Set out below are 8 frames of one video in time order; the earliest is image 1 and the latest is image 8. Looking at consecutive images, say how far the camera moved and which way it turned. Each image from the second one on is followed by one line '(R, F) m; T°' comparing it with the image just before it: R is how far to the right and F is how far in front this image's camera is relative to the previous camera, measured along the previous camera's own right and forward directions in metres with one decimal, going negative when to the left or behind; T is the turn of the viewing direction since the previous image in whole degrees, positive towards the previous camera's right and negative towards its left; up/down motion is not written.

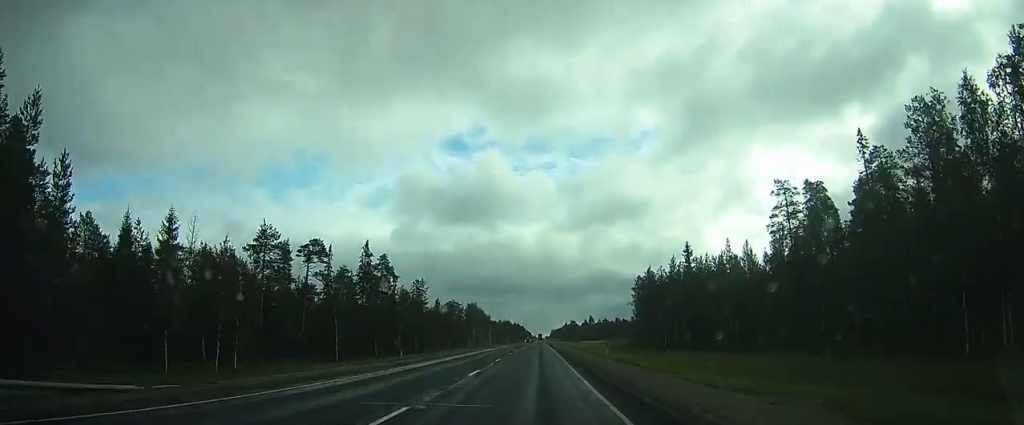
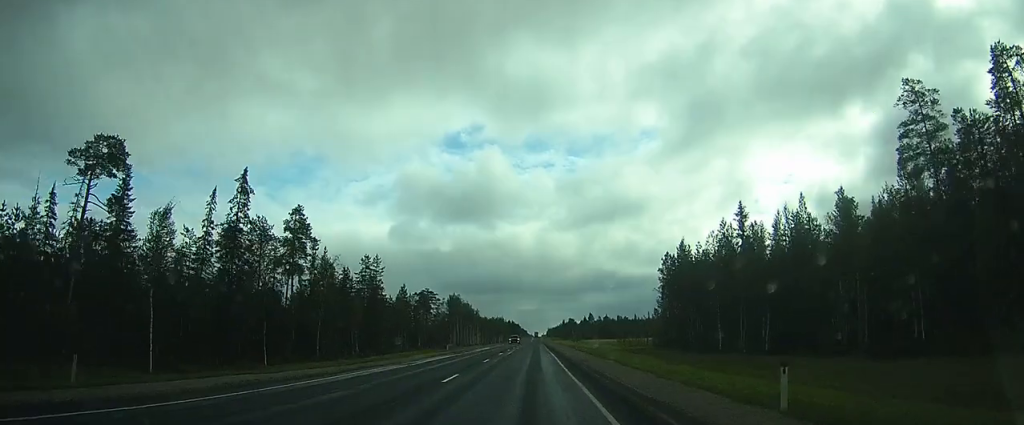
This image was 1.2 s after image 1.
(0.0, +29.3) m; 0°
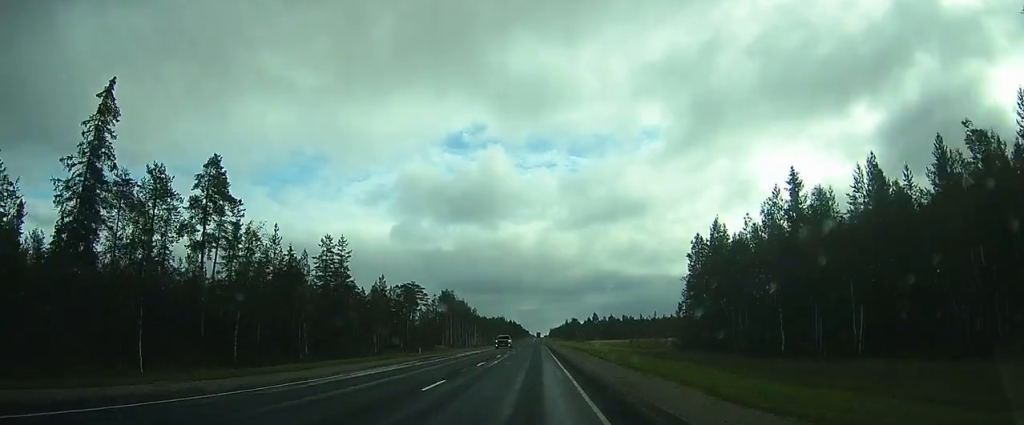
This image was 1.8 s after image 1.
(0.0, +15.2) m; 0°
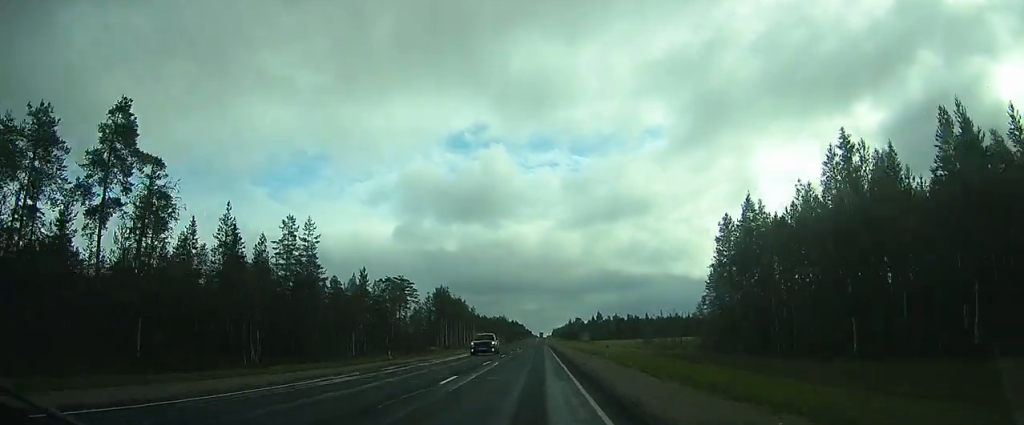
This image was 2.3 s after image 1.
(0.0, +10.3) m; 0°
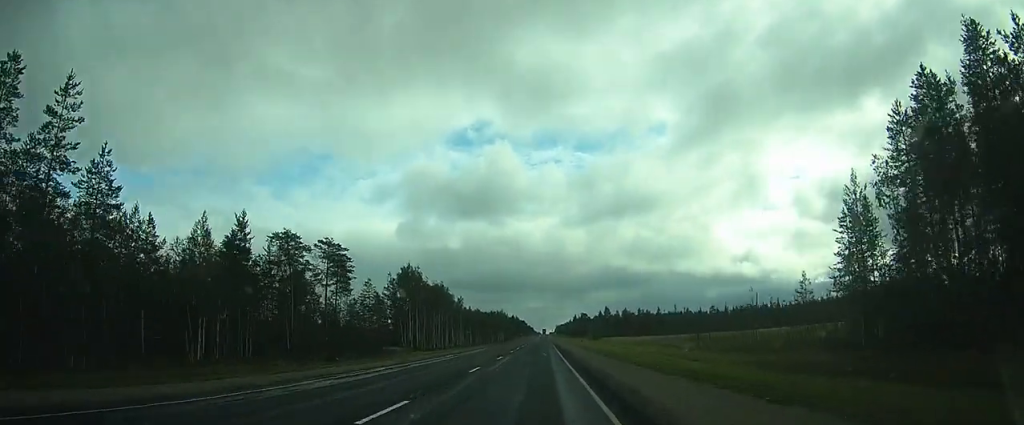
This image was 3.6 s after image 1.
(+0.1, +31.9) m; 0°
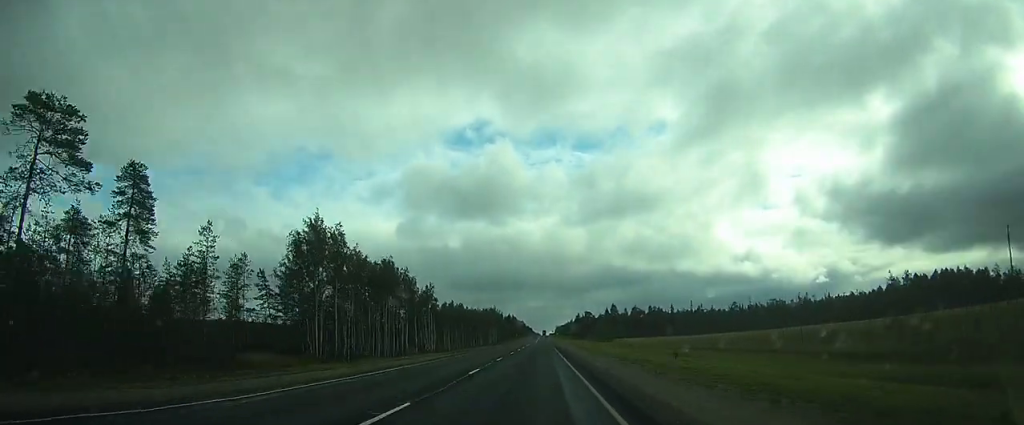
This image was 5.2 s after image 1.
(0.0, +35.4) m; 0°
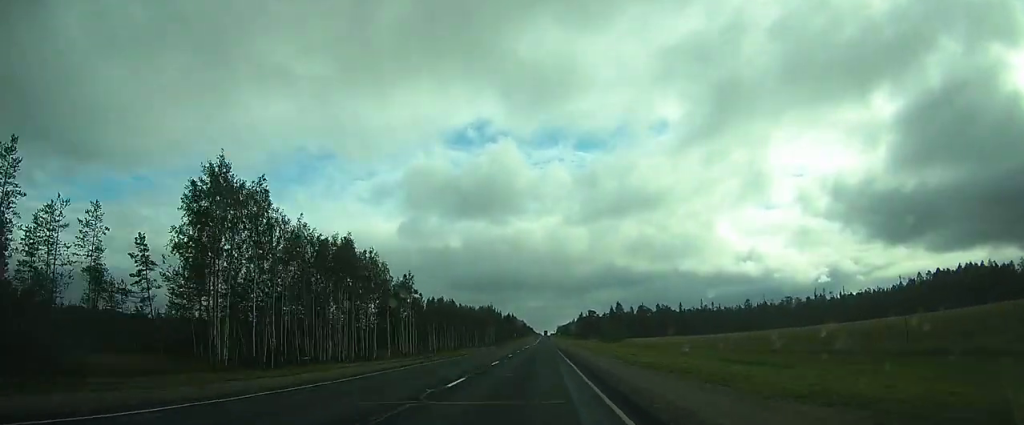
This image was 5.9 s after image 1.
(0.0, +16.2) m; 0°
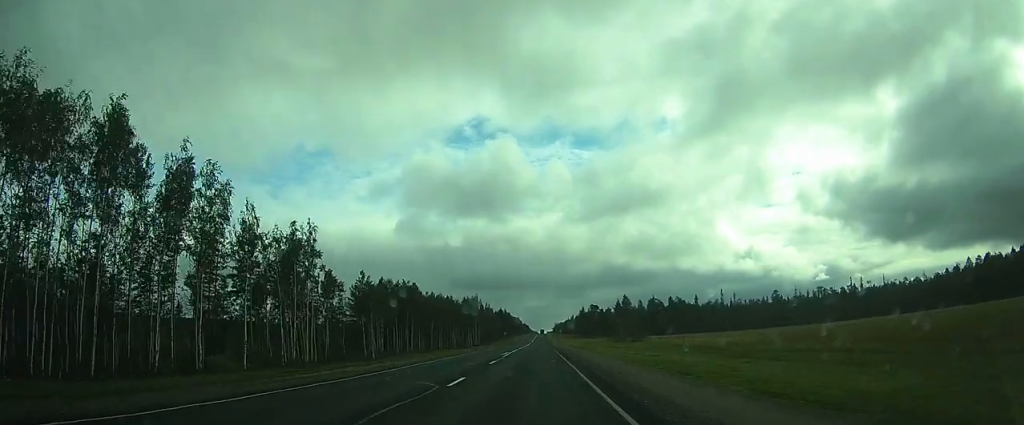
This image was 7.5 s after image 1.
(0.0, +33.6) m; +1°
